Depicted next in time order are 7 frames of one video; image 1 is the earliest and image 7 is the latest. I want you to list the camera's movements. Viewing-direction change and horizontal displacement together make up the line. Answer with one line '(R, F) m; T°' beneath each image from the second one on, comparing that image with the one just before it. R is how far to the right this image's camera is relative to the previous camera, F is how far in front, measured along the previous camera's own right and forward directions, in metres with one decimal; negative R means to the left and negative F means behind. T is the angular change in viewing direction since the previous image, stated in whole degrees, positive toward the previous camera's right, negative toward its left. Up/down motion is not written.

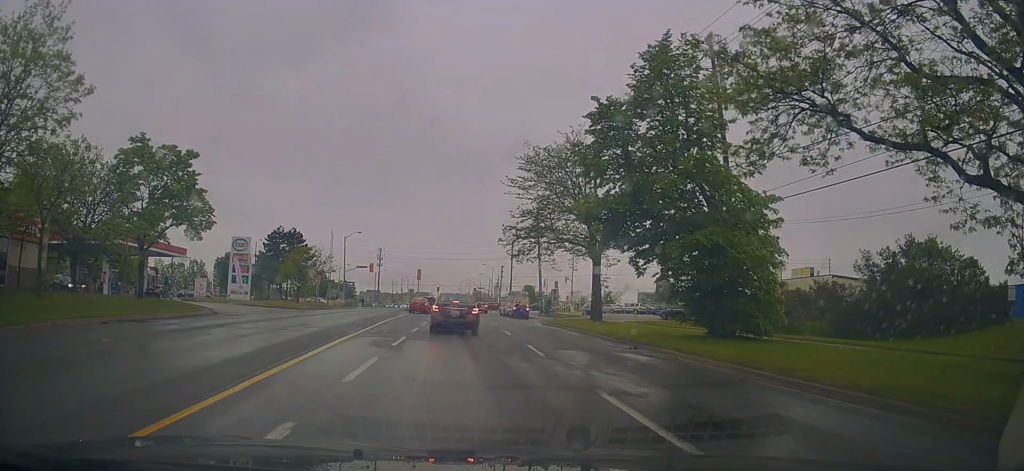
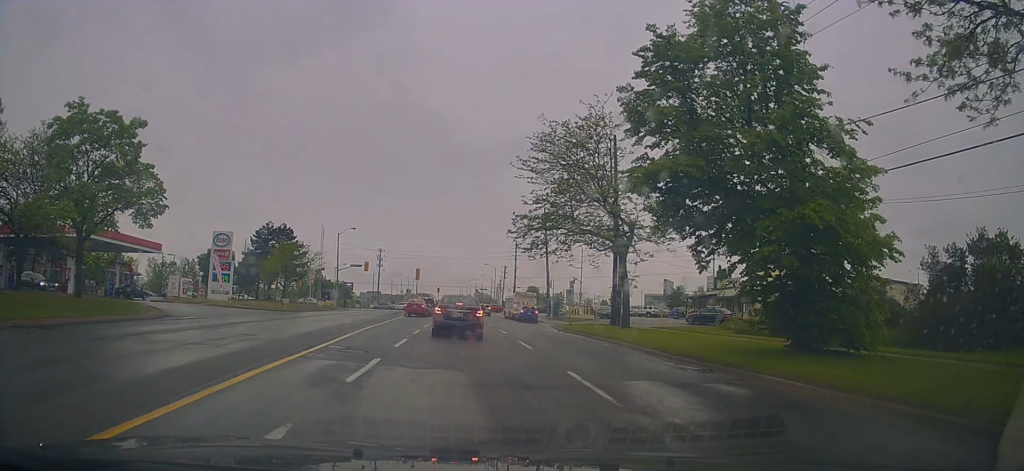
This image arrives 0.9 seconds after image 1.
(+0.1, +6.1) m; 0°
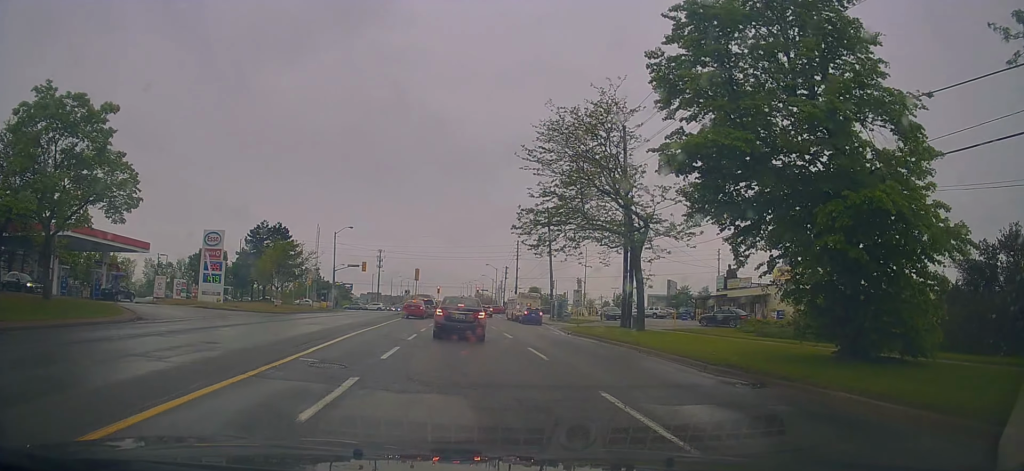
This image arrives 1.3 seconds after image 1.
(0.0, +2.6) m; 0°
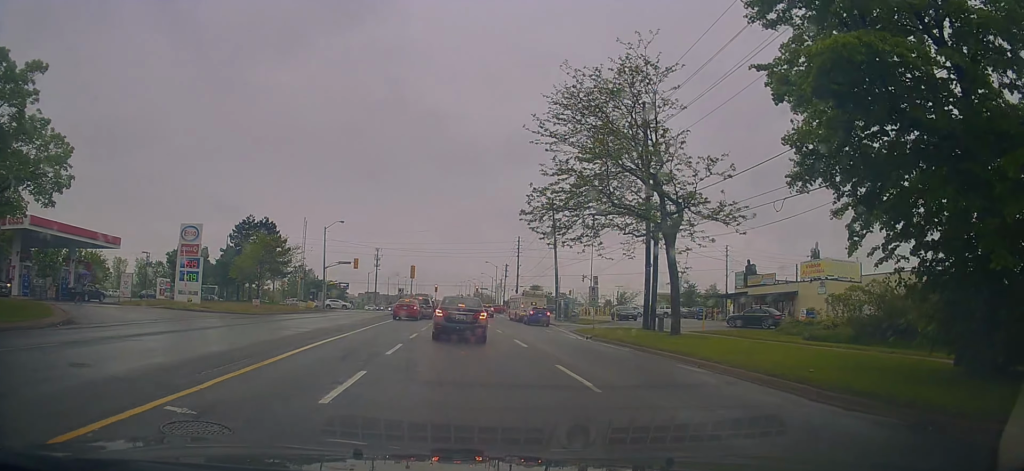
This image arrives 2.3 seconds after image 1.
(-0.1, +5.0) m; -2°
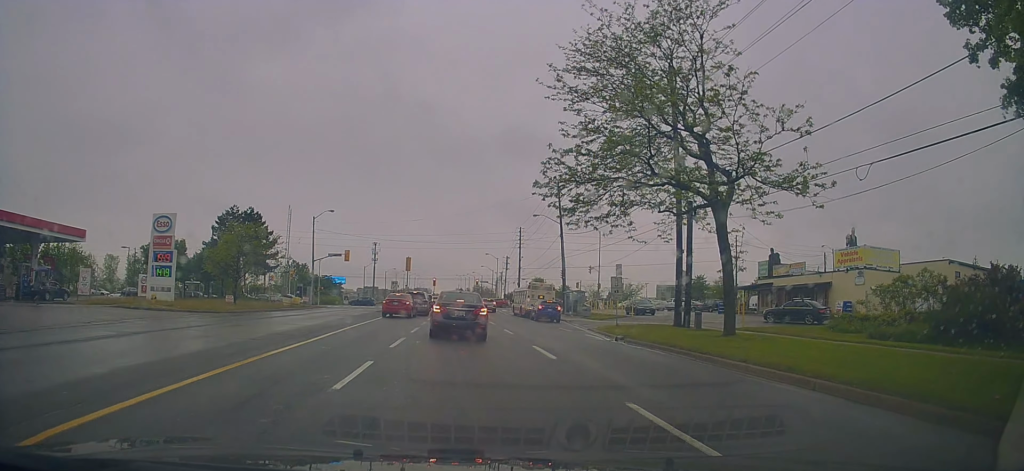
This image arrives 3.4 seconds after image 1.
(-0.1, +5.4) m; +1°
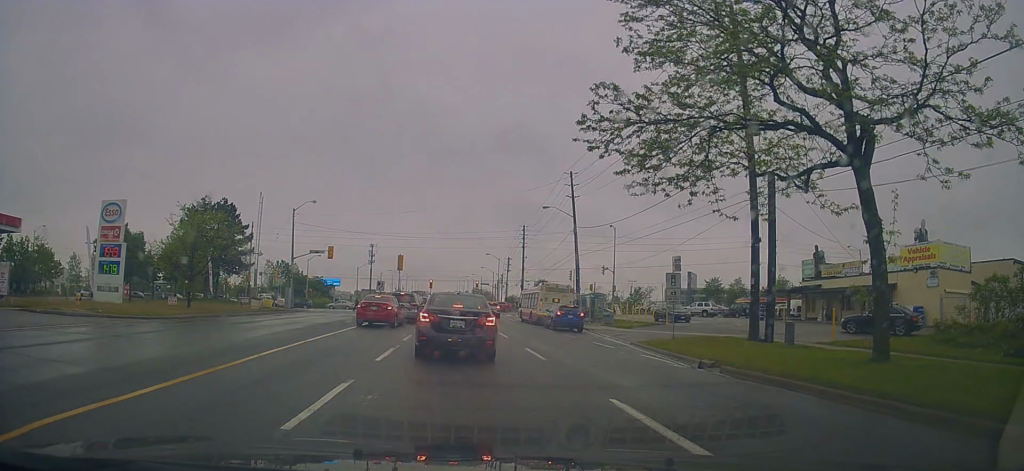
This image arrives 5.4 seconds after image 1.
(+0.4, +9.2) m; -1°
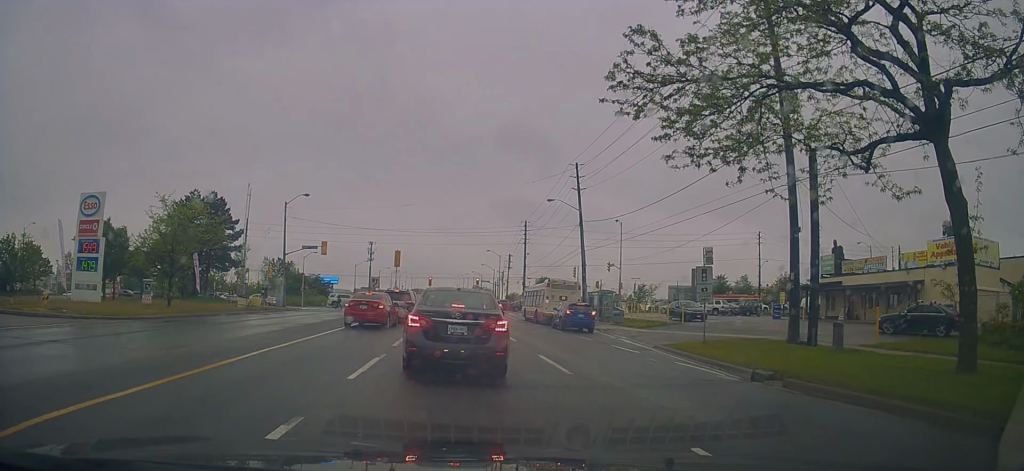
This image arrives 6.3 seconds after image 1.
(-0.3, +3.4) m; -4°
